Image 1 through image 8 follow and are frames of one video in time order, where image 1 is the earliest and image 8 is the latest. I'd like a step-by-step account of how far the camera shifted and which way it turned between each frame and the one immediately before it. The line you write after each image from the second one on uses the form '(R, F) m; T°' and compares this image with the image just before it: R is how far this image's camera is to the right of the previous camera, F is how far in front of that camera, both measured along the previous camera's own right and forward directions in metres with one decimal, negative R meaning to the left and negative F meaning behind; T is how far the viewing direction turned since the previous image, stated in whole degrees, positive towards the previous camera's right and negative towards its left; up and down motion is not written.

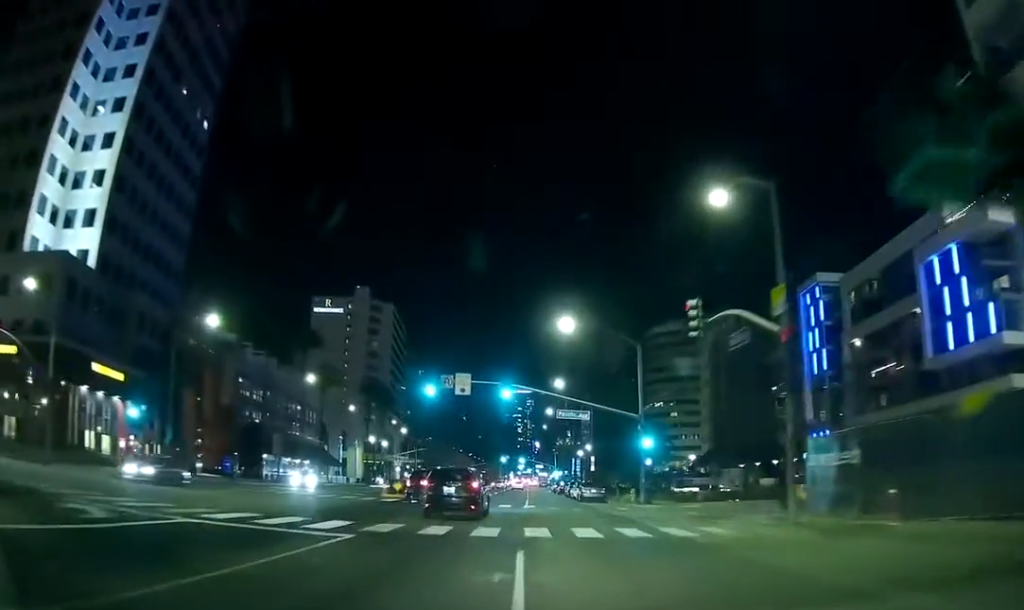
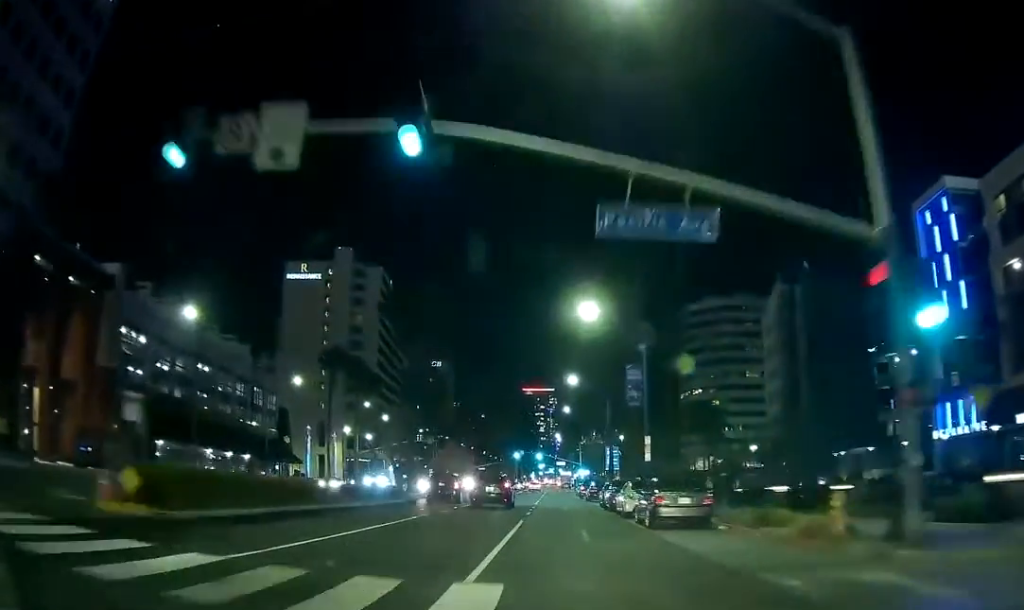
(+2.4, +32.8) m; +3°
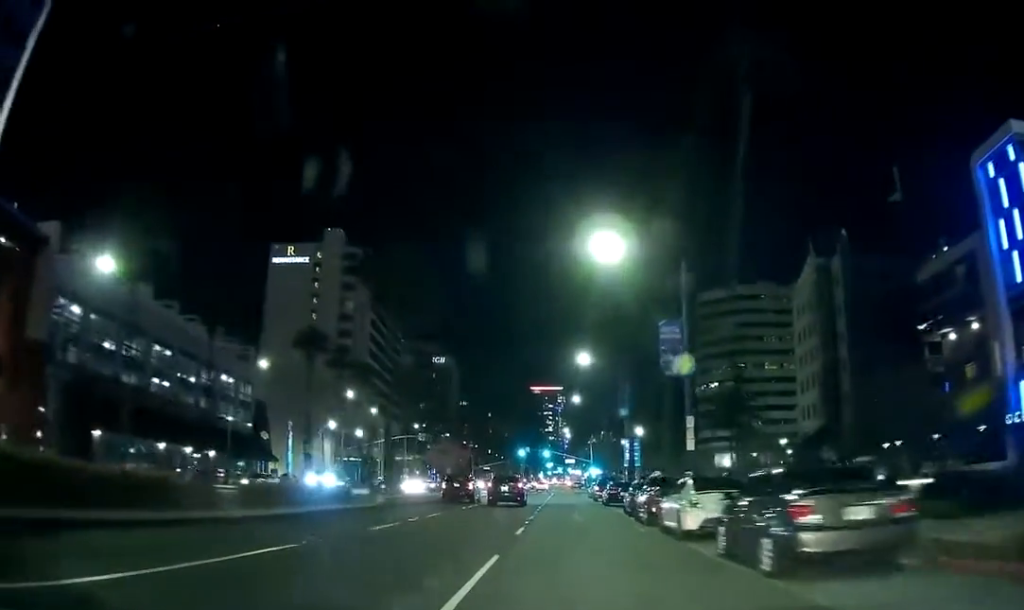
(-0.7, +12.1) m; -4°
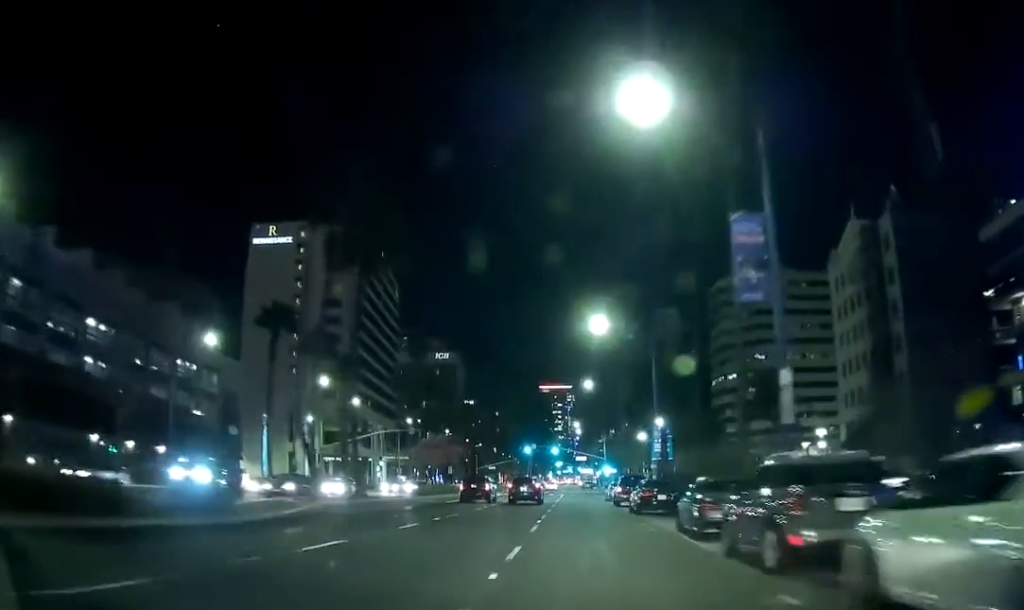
(-0.3, +12.9) m; -2°
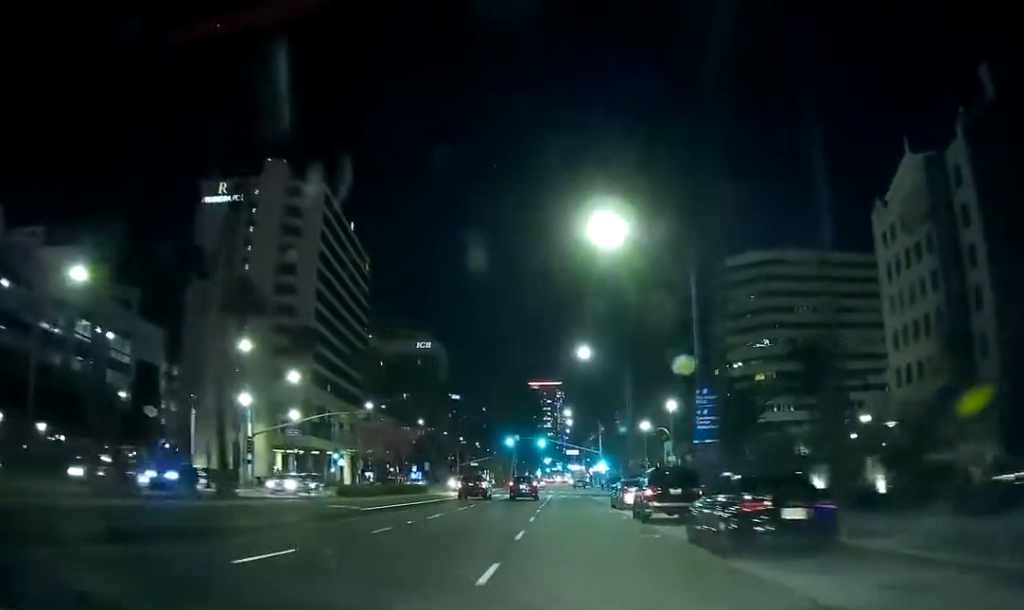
(-0.3, +17.8) m; -2°
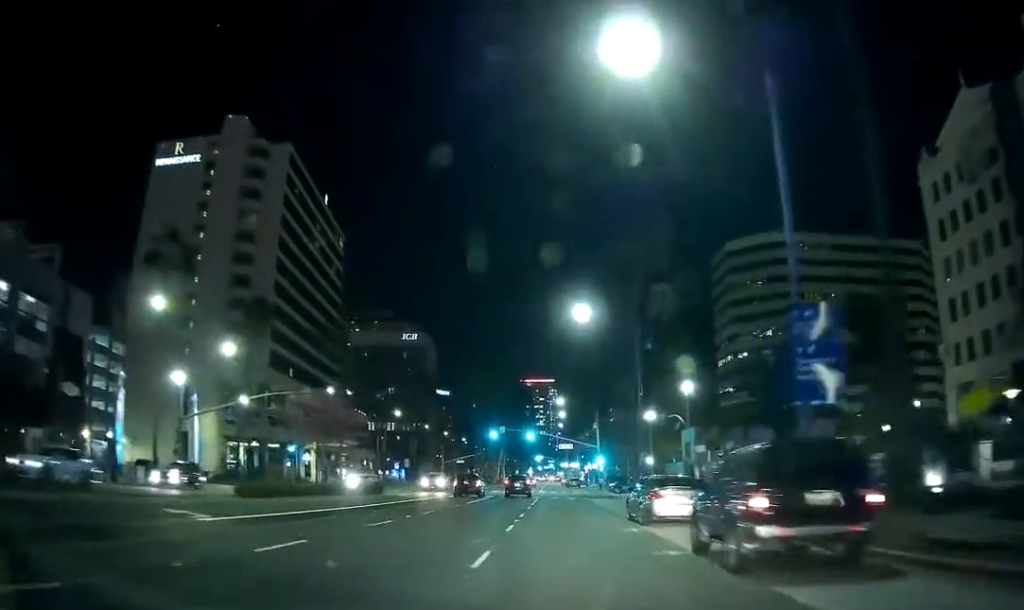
(-0.3, +13.4) m; +1°
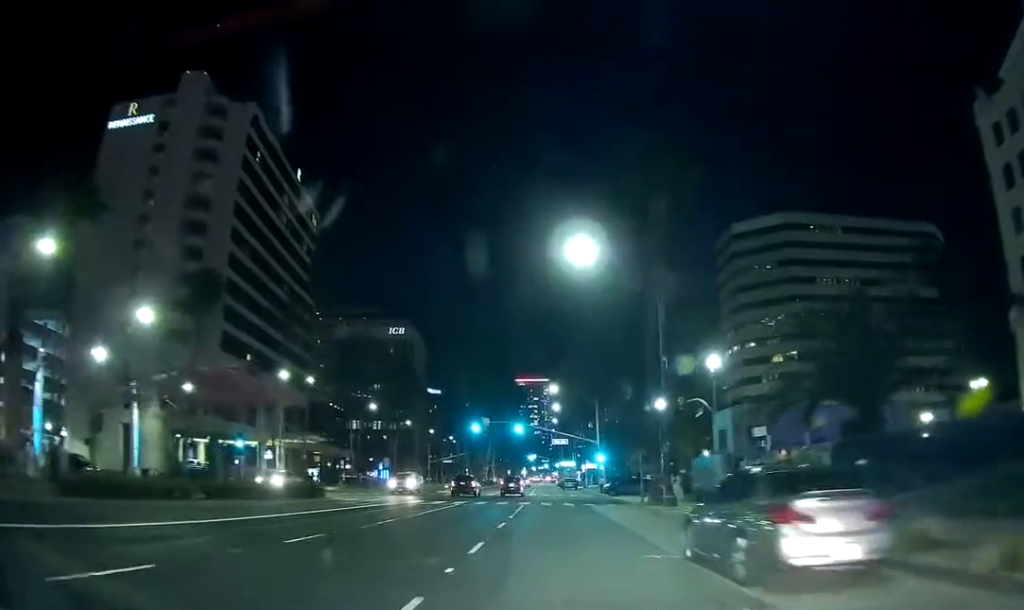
(+0.4, +11.8) m; +1°
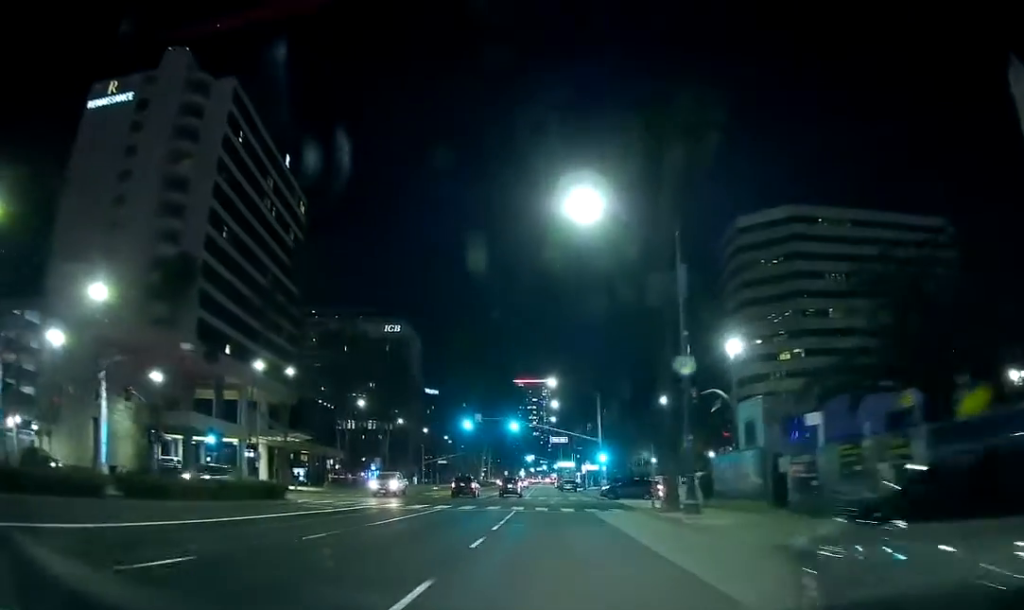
(0.0, +6.0) m; 0°
